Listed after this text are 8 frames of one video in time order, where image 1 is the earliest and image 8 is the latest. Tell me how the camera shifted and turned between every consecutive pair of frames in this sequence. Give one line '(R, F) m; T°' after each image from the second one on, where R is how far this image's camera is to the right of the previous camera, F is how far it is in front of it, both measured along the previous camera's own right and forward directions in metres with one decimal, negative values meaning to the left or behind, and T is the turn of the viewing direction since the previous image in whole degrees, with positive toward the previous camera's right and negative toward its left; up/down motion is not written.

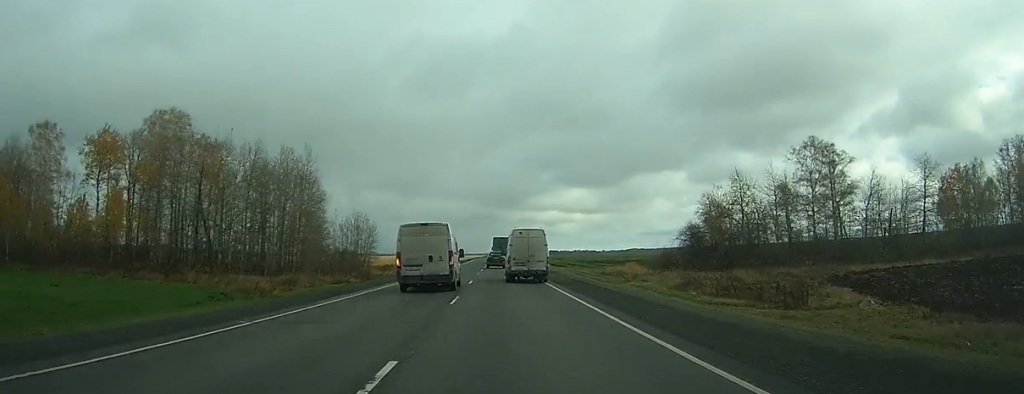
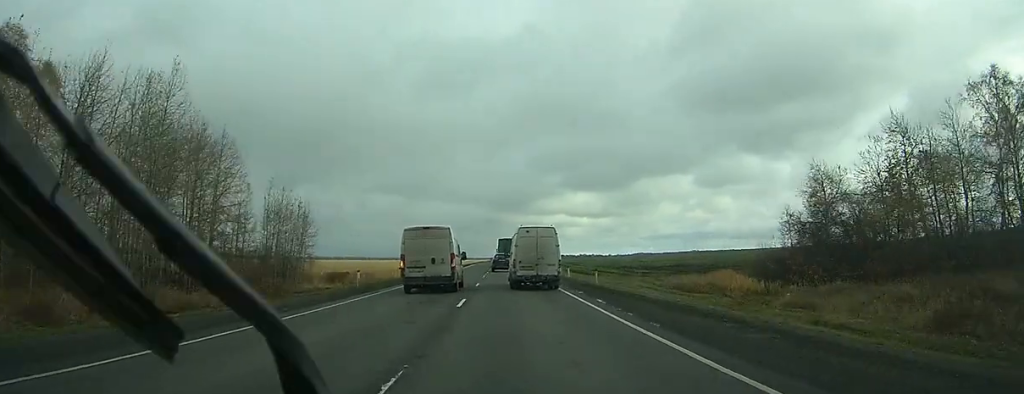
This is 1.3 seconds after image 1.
(+0.1, +35.6) m; 0°
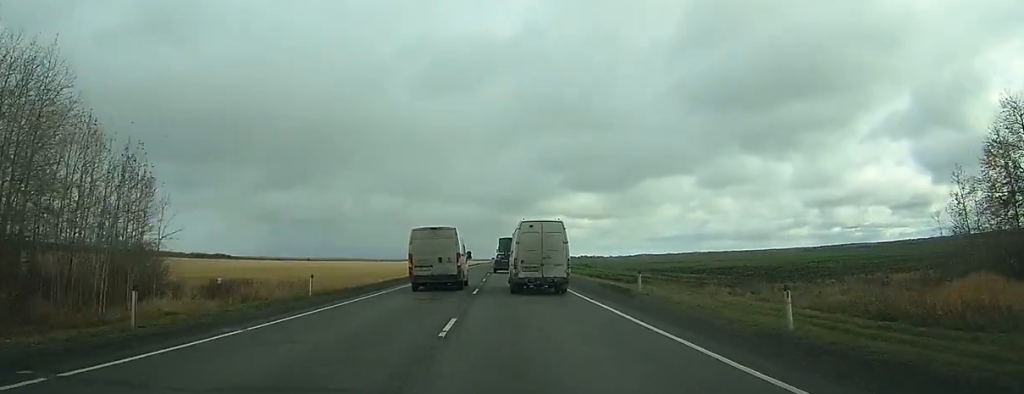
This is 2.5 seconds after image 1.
(+0.1, +29.9) m; 0°
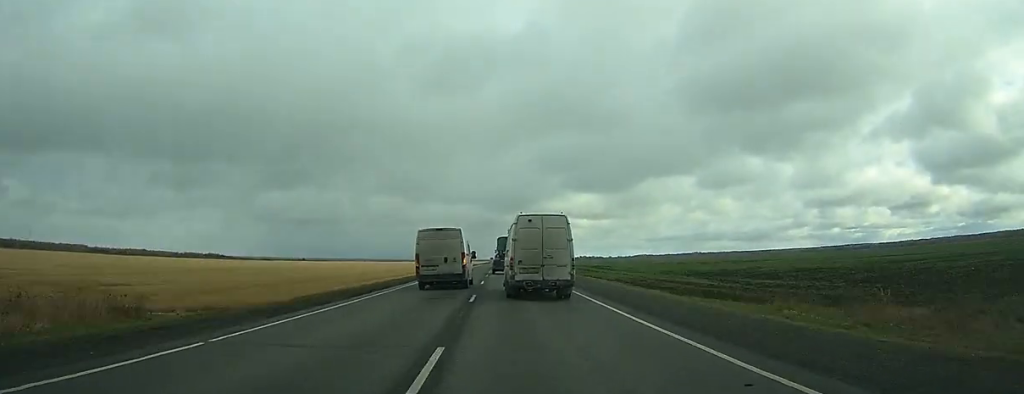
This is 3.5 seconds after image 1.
(-0.2, +26.5) m; 0°
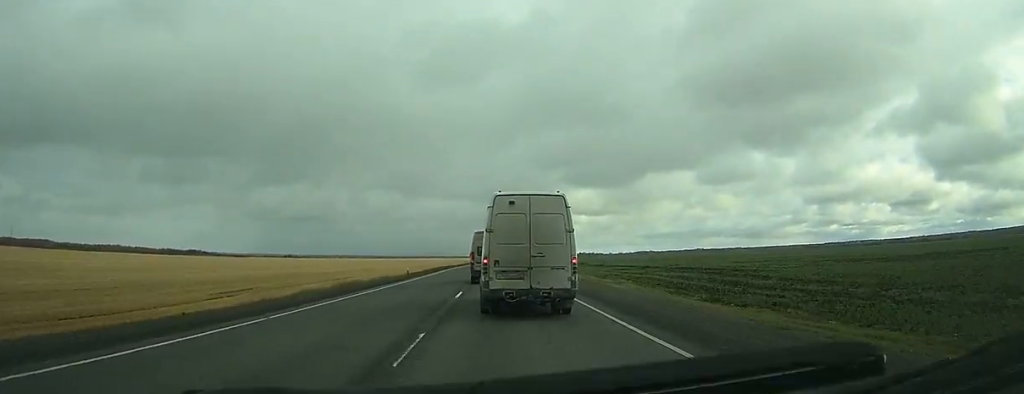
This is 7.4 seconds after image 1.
(-0.8, +93.0) m; -1°
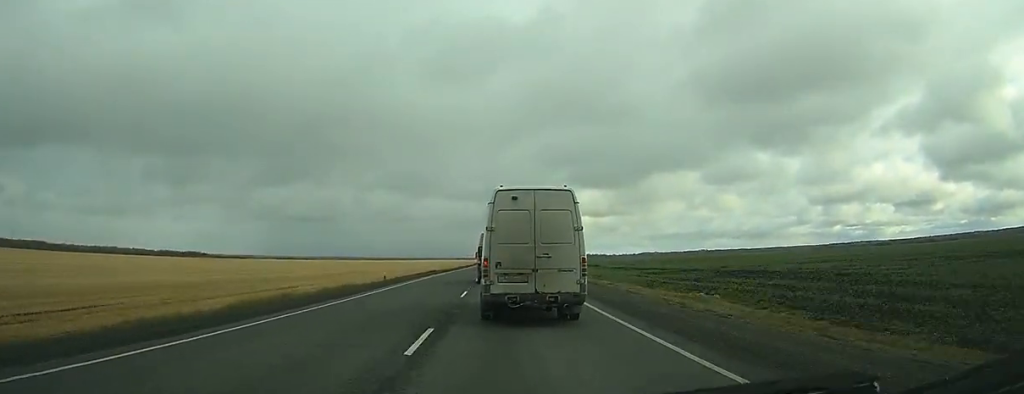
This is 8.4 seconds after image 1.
(+0.1, +24.3) m; 0°
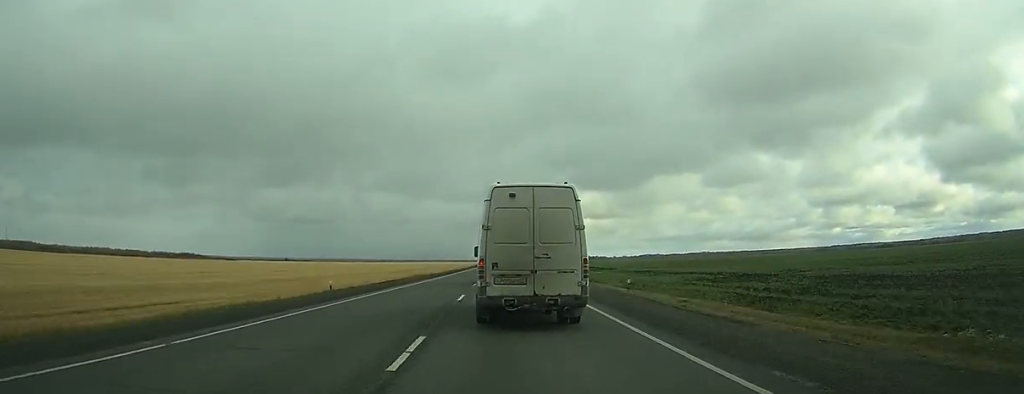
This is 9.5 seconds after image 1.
(-0.2, +26.5) m; 0°
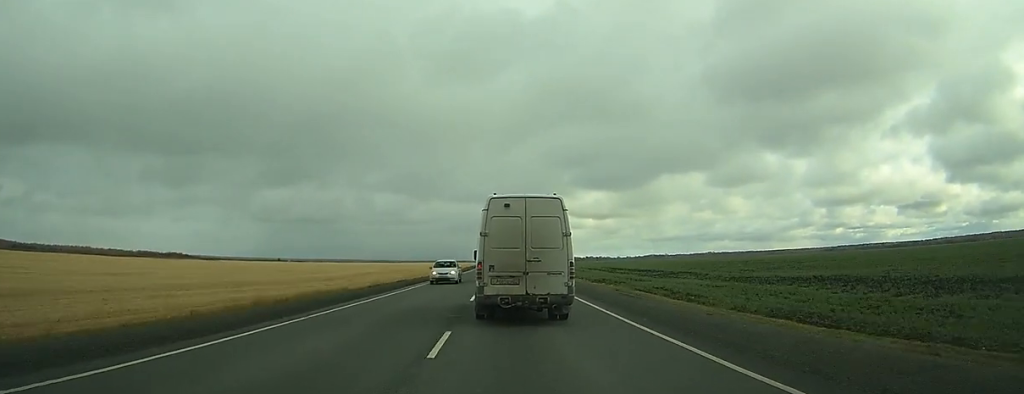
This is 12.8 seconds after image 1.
(0.0, +73.9) m; 0°
